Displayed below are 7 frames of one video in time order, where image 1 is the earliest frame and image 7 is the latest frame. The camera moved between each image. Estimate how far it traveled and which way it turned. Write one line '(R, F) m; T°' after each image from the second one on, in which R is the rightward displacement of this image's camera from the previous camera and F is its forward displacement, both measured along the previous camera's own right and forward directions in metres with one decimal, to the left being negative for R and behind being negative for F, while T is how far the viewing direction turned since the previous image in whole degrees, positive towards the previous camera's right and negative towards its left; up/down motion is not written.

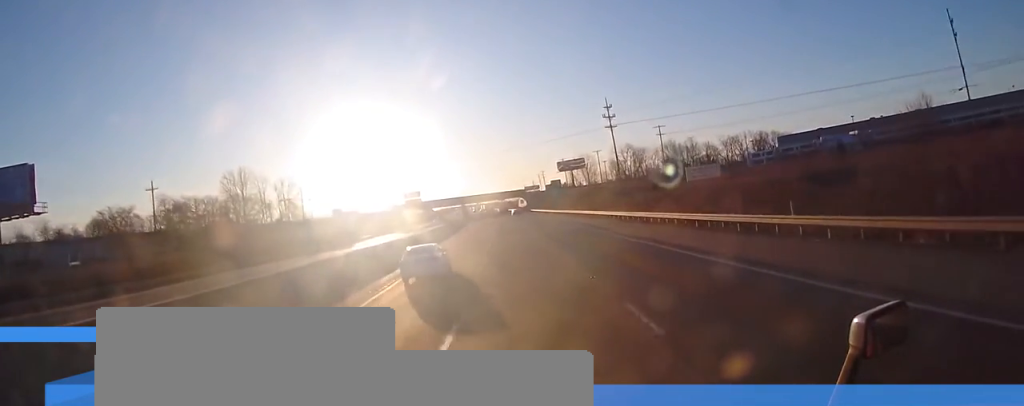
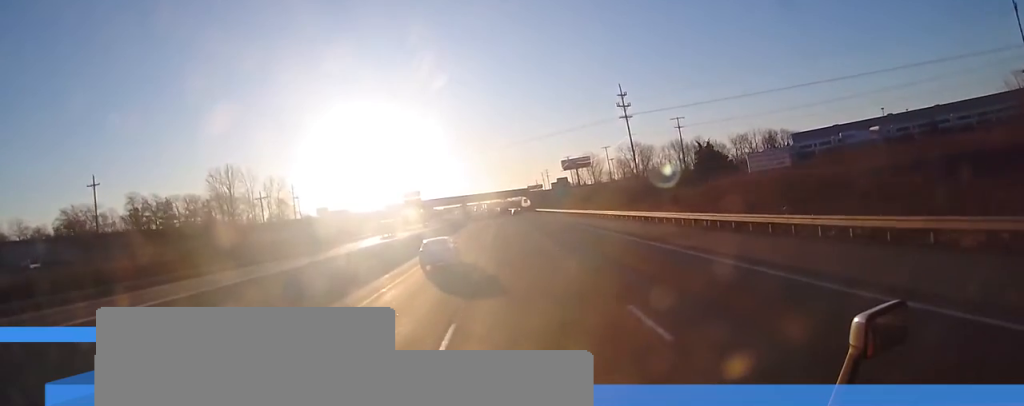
(0.0, +13.2) m; 0°
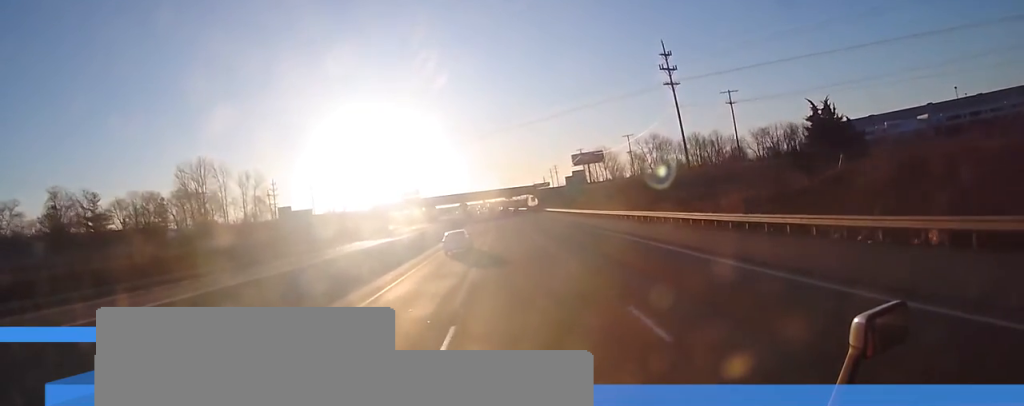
(0.0, +24.0) m; 0°
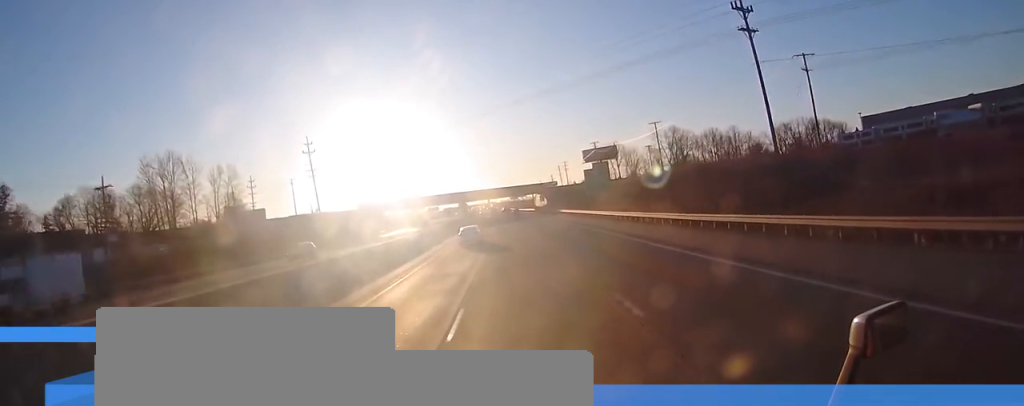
(0.0, +23.0) m; -1°
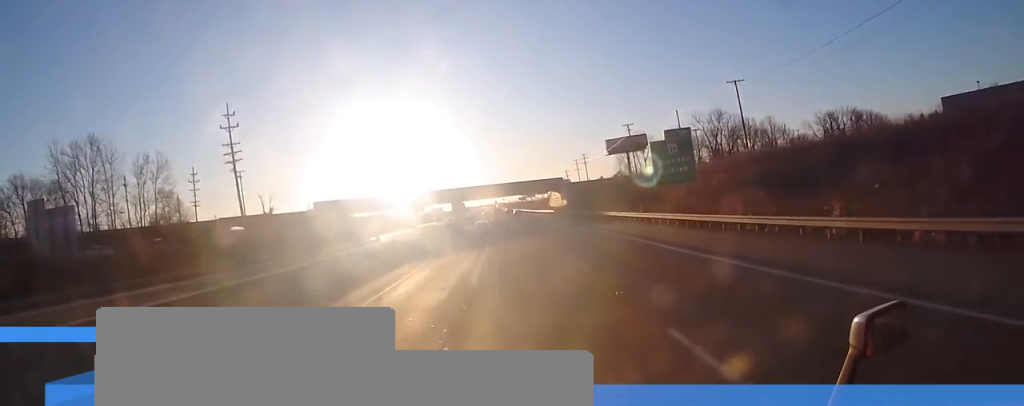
(-0.7, +40.5) m; -2°
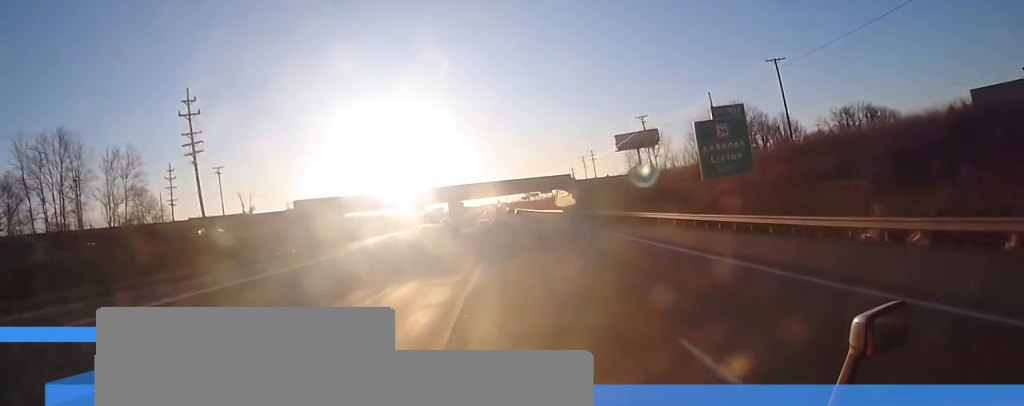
(-0.1, +12.6) m; 0°
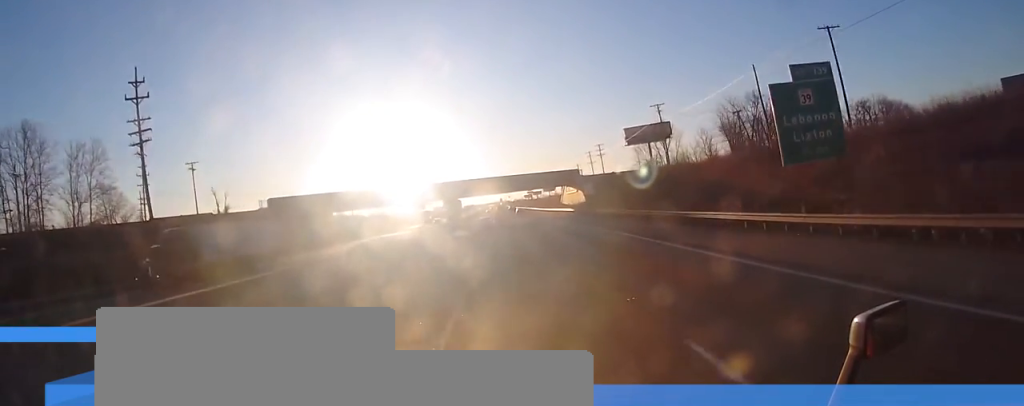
(0.0, +13.1) m; 0°
